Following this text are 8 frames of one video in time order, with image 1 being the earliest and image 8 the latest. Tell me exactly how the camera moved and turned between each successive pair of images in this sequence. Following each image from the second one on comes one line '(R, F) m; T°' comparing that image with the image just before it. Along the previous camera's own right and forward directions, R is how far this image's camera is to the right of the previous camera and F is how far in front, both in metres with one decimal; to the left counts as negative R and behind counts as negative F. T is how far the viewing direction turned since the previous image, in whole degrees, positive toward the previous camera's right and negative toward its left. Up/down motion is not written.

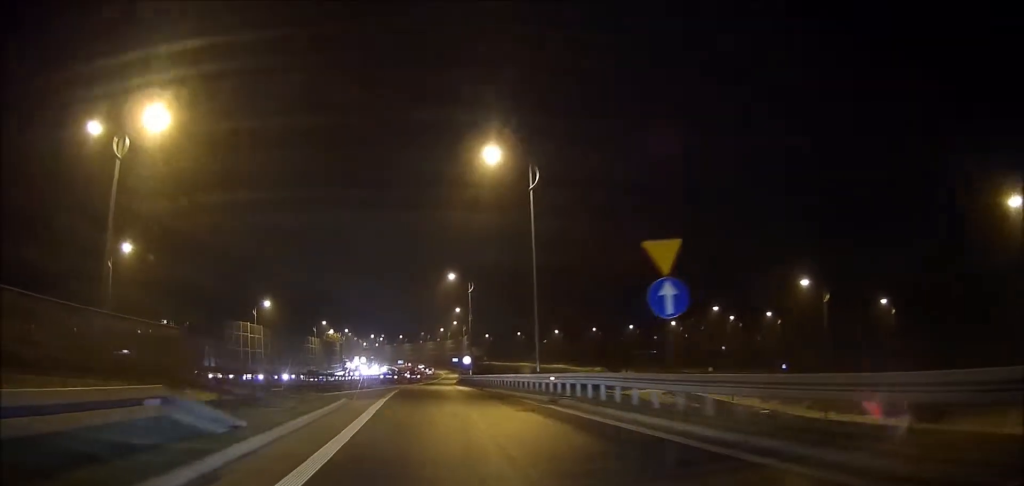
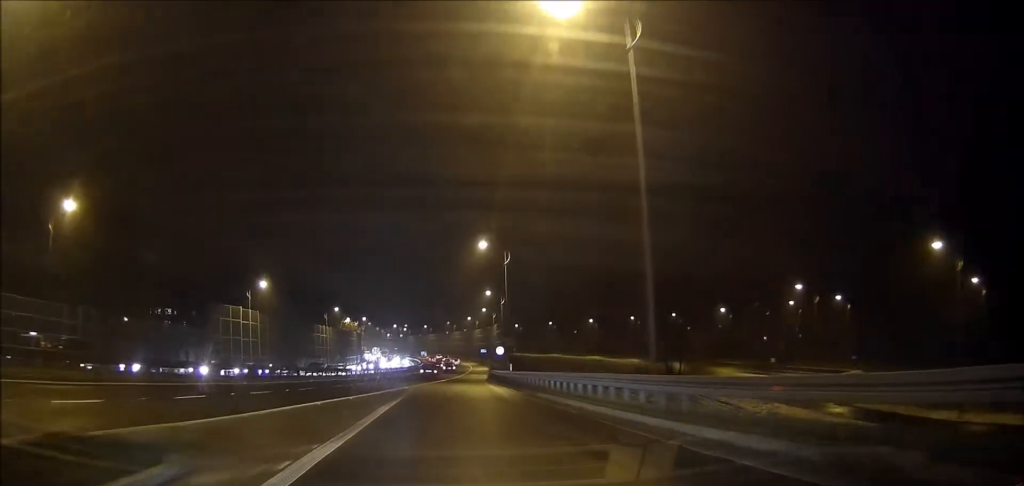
(-0.1, +14.7) m; 0°
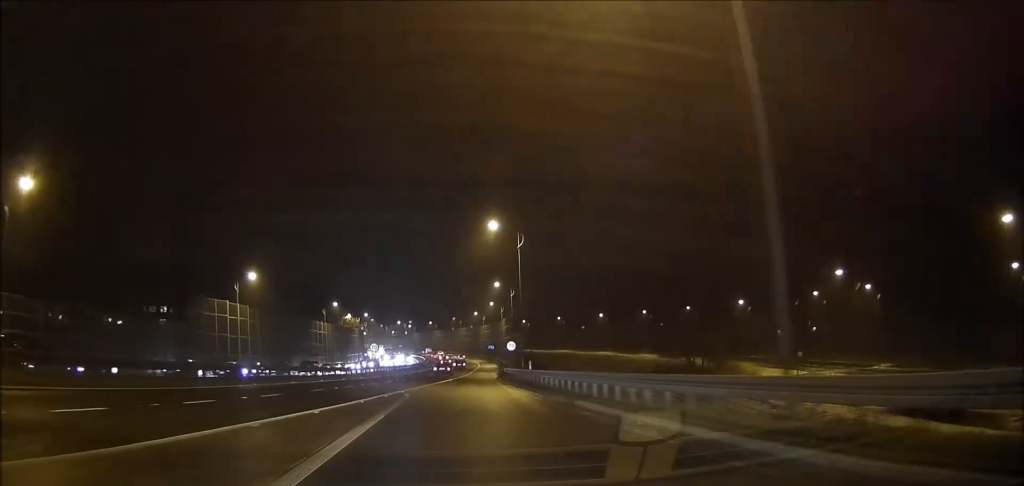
(0.0, +6.9) m; 0°
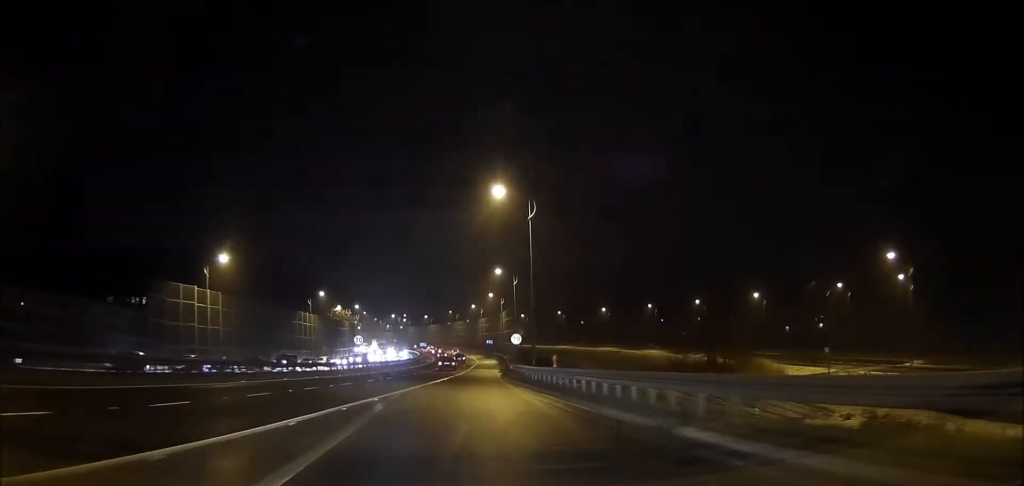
(0.0, +8.9) m; 0°
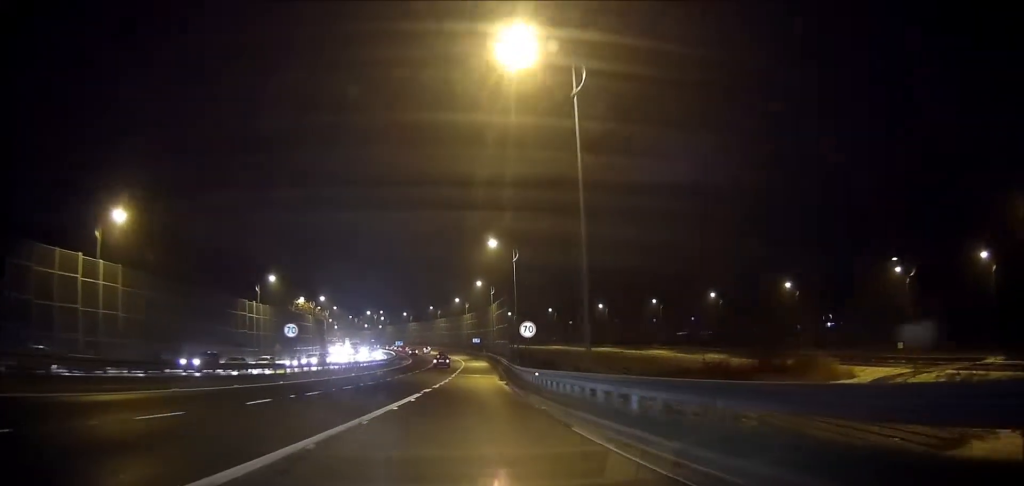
(0.0, +19.9) m; +2°
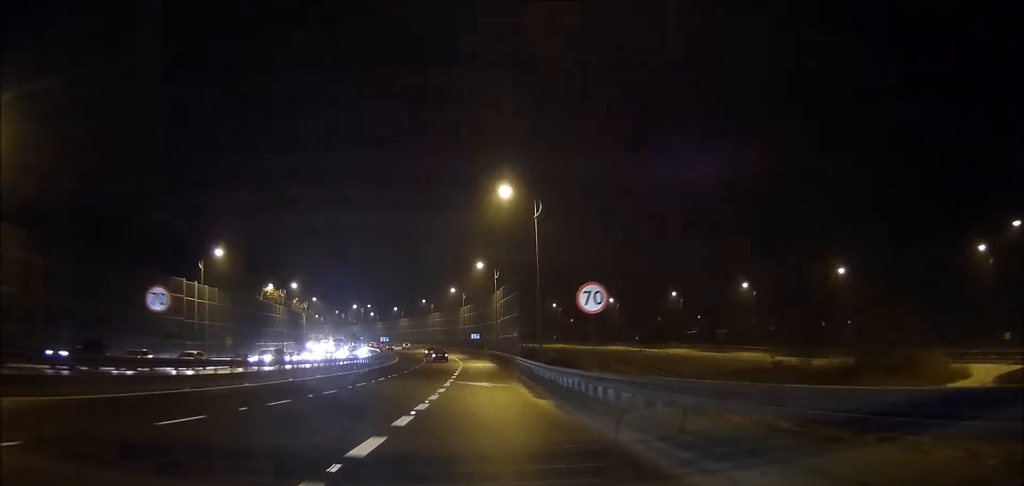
(+1.1, +17.8) m; +6°
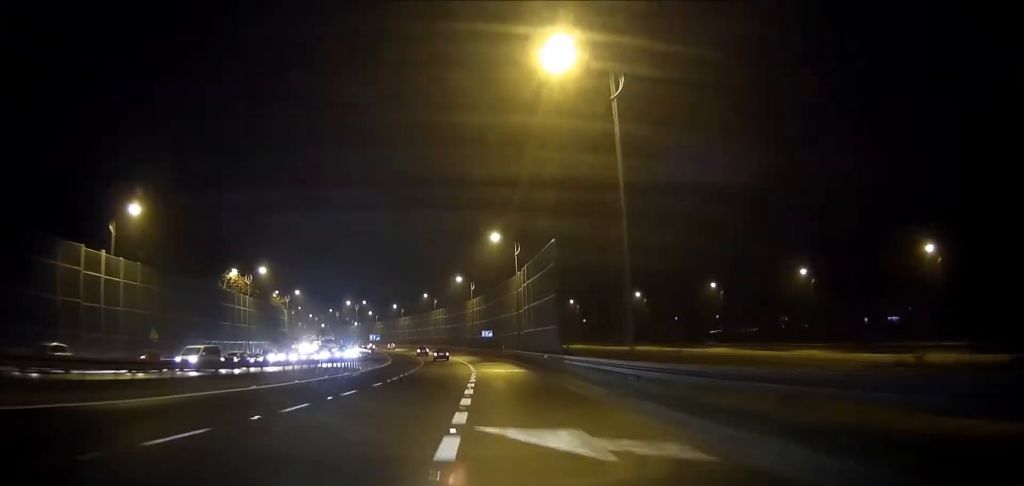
(-0.5, +19.3) m; -8°
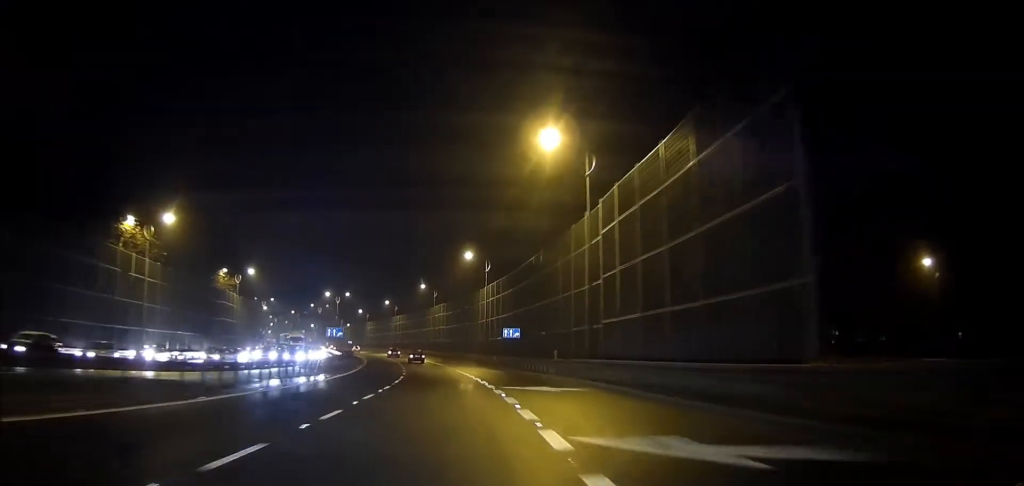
(-1.4, +33.2) m; +1°
